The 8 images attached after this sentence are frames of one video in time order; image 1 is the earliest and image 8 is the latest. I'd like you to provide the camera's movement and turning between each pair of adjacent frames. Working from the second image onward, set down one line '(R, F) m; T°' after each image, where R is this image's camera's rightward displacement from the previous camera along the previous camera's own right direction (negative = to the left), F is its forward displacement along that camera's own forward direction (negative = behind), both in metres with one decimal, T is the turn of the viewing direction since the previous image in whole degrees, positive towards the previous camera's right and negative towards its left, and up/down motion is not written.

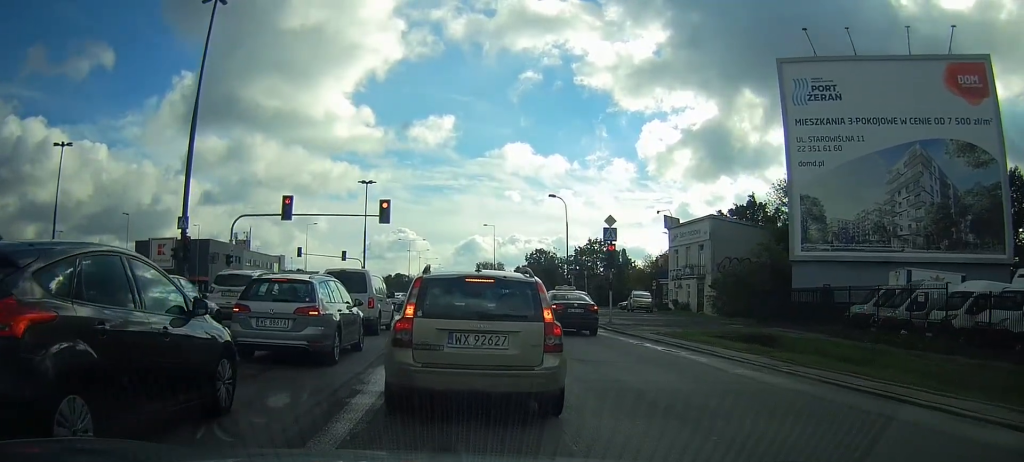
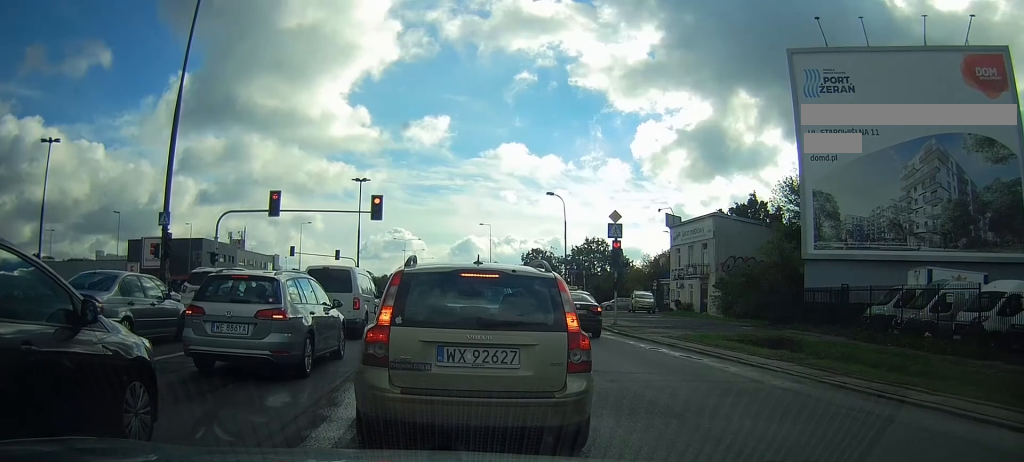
(-0.4, +1.3) m; 0°
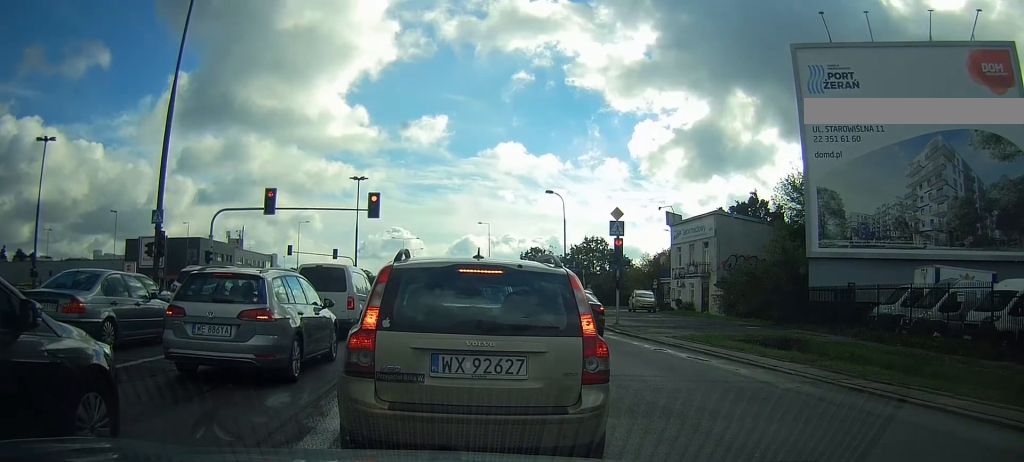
(+0.1, +0.3) m; 0°
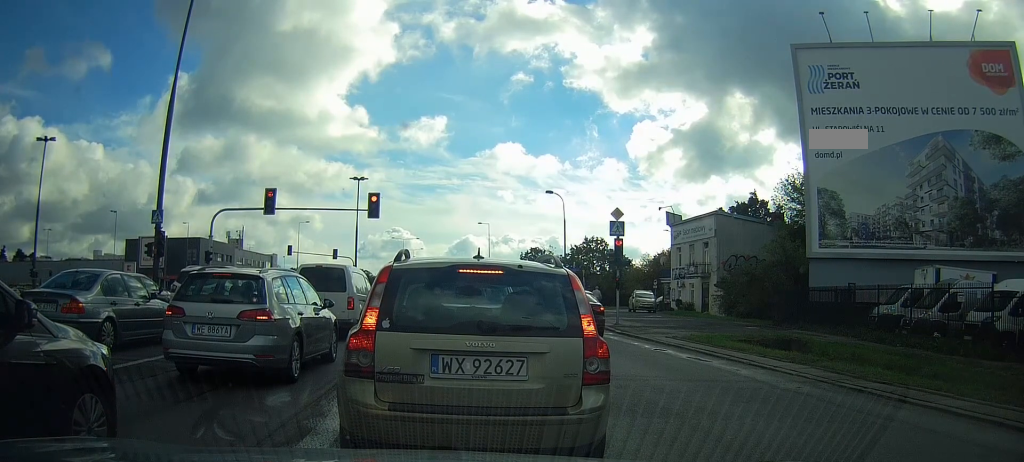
(+0.1, 0.0) m; 0°
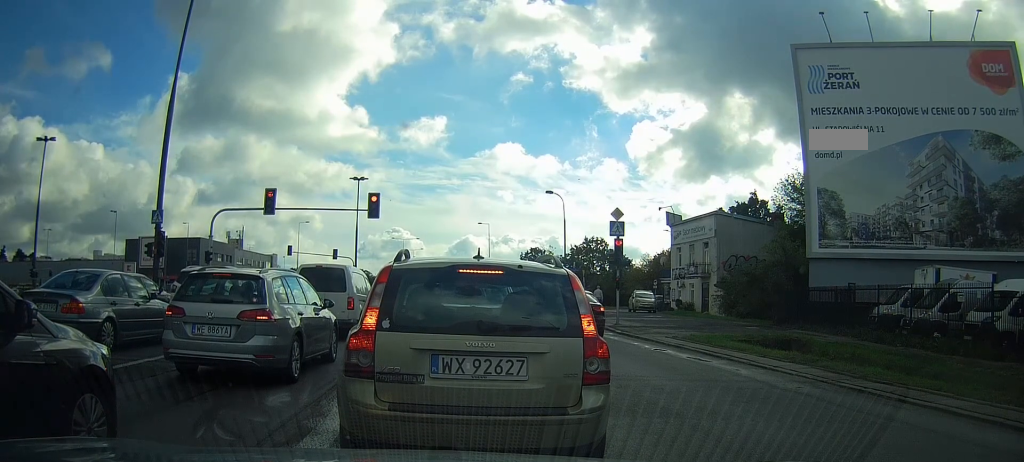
(0.0, 0.0) m; 0°
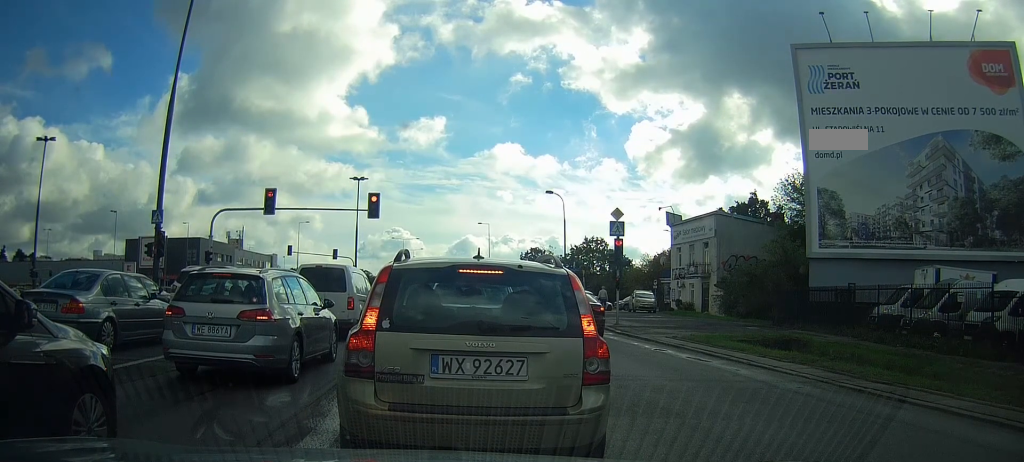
(0.0, 0.0) m; 0°
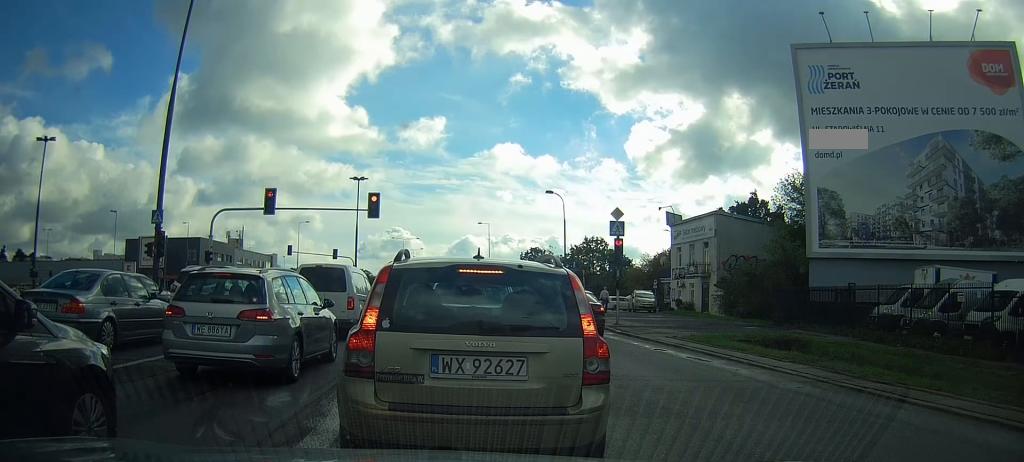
(0.0, 0.0) m; 0°
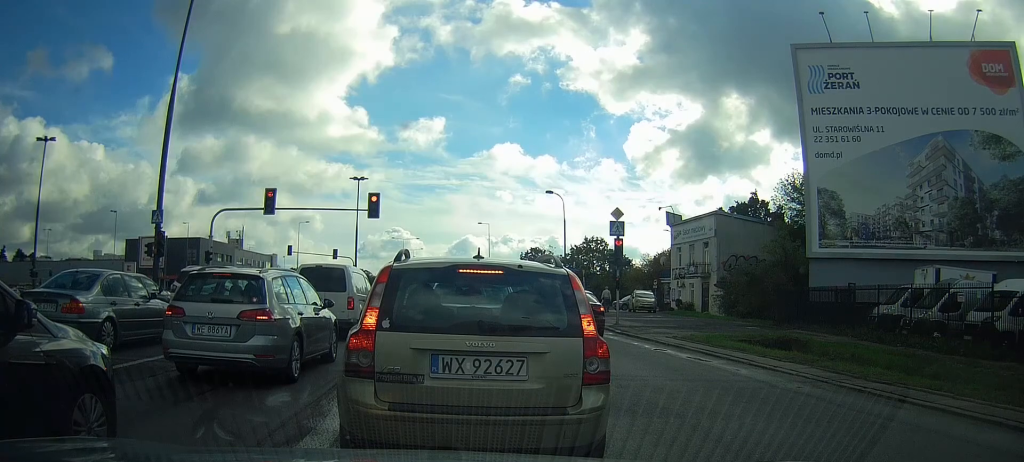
(0.0, 0.0) m; 0°
